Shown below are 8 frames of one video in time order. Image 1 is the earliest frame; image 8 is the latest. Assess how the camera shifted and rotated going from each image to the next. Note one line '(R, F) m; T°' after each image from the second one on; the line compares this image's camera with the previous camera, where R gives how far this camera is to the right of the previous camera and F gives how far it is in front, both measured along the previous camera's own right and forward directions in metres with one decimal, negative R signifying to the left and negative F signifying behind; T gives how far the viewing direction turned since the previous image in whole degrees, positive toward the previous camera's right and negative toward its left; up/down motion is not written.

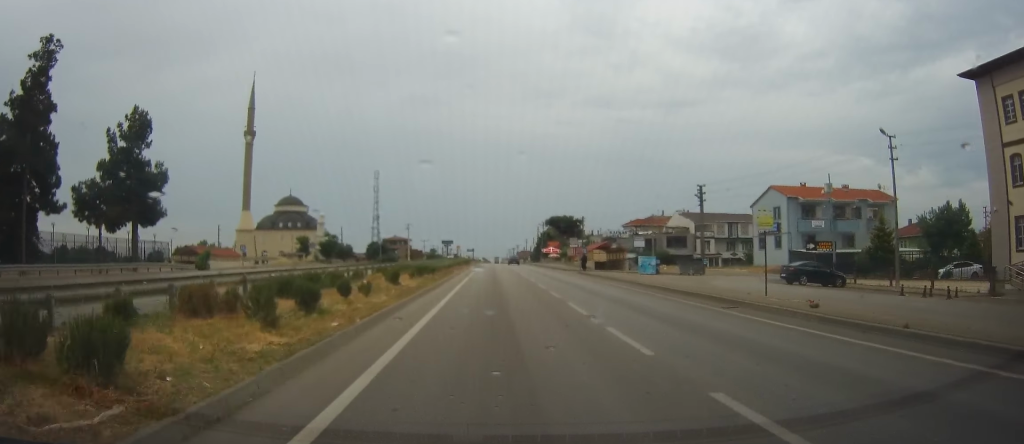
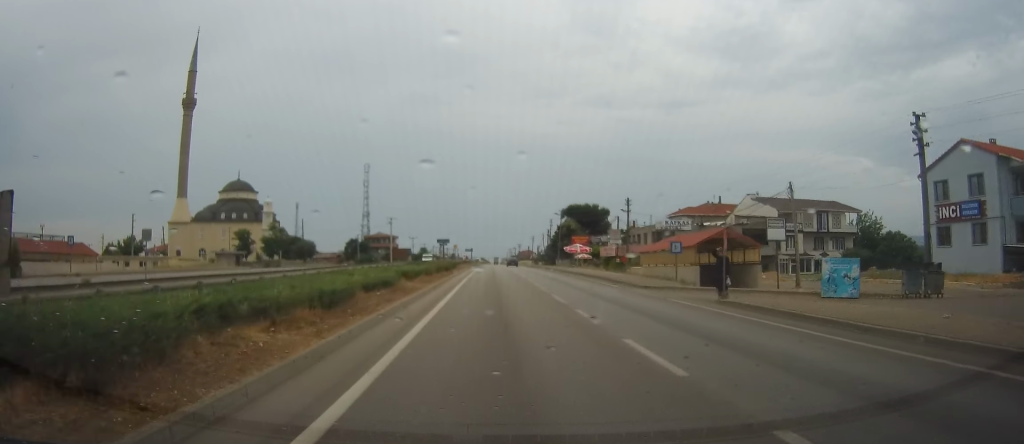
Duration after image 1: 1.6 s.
(+0.2, +33.0) m; +2°
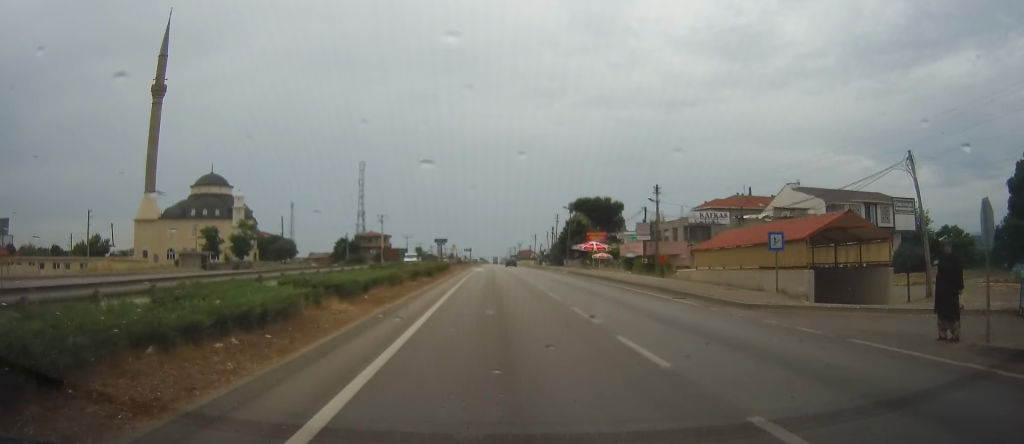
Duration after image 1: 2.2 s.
(+0.1, +11.7) m; +1°
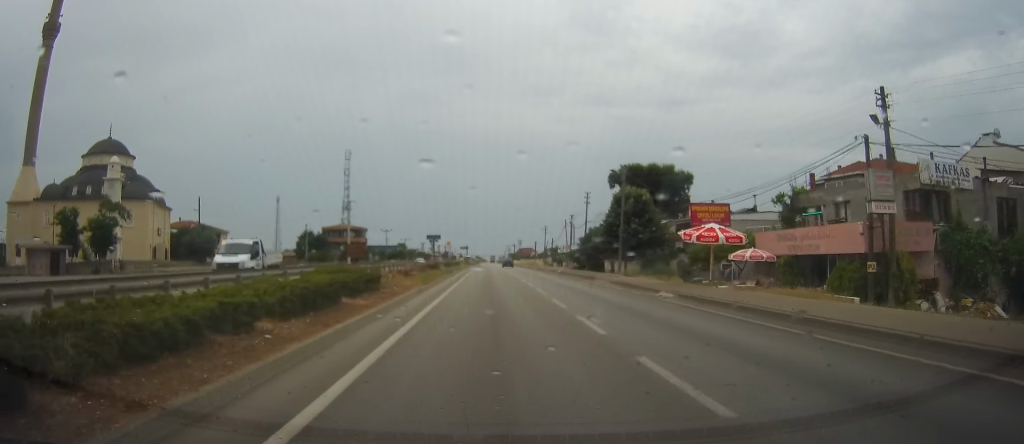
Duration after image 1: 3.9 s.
(-0.6, +33.5) m; -1°
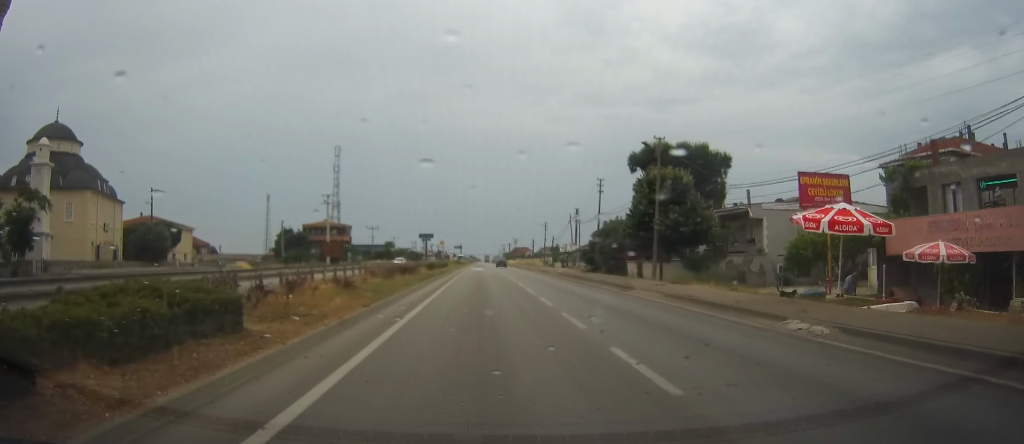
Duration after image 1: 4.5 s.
(0.0, +11.0) m; 0°
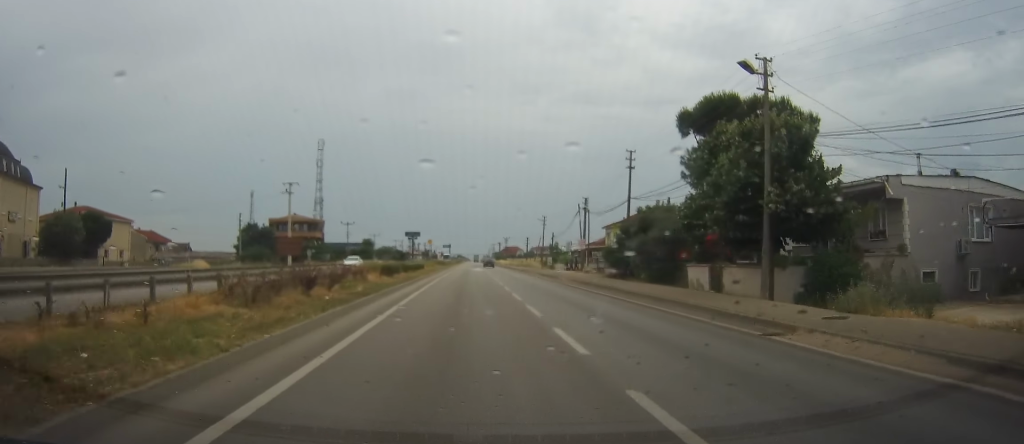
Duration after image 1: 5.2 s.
(+0.3, +15.3) m; +1°
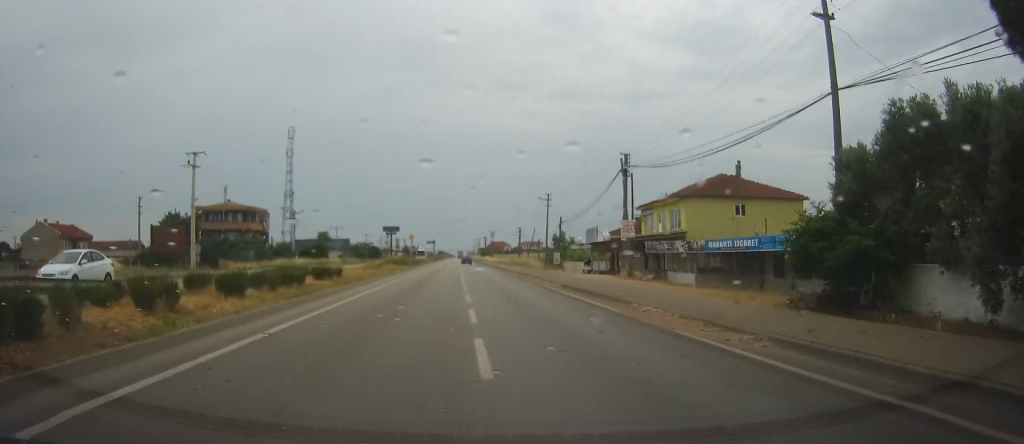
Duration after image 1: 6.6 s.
(+0.1, +27.0) m; 0°
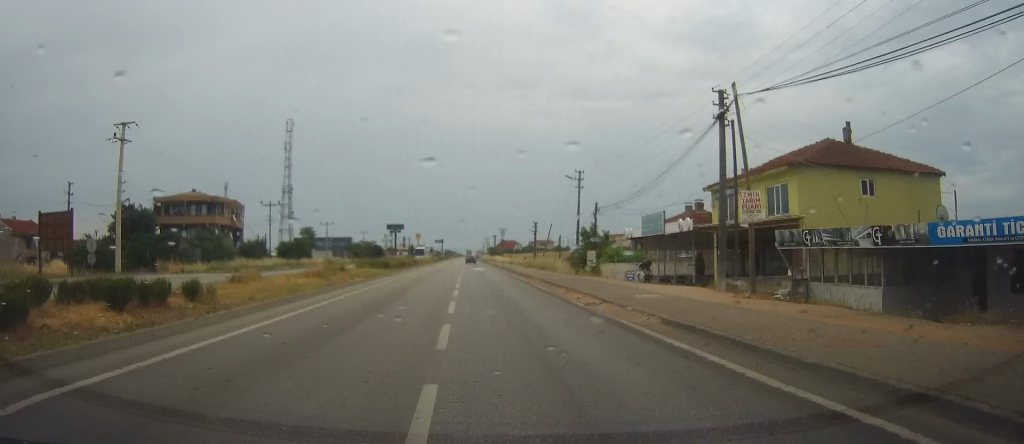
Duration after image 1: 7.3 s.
(+0.1, +15.8) m; 0°
